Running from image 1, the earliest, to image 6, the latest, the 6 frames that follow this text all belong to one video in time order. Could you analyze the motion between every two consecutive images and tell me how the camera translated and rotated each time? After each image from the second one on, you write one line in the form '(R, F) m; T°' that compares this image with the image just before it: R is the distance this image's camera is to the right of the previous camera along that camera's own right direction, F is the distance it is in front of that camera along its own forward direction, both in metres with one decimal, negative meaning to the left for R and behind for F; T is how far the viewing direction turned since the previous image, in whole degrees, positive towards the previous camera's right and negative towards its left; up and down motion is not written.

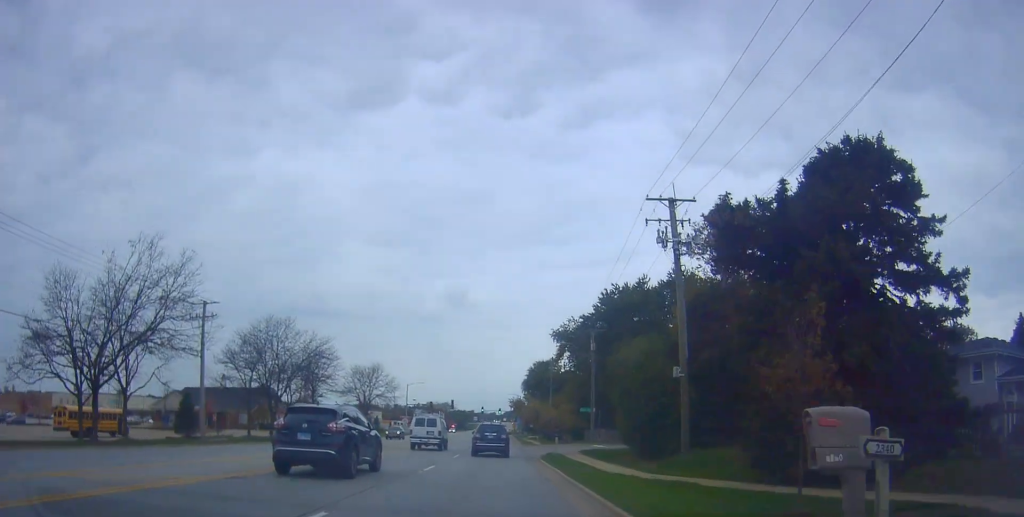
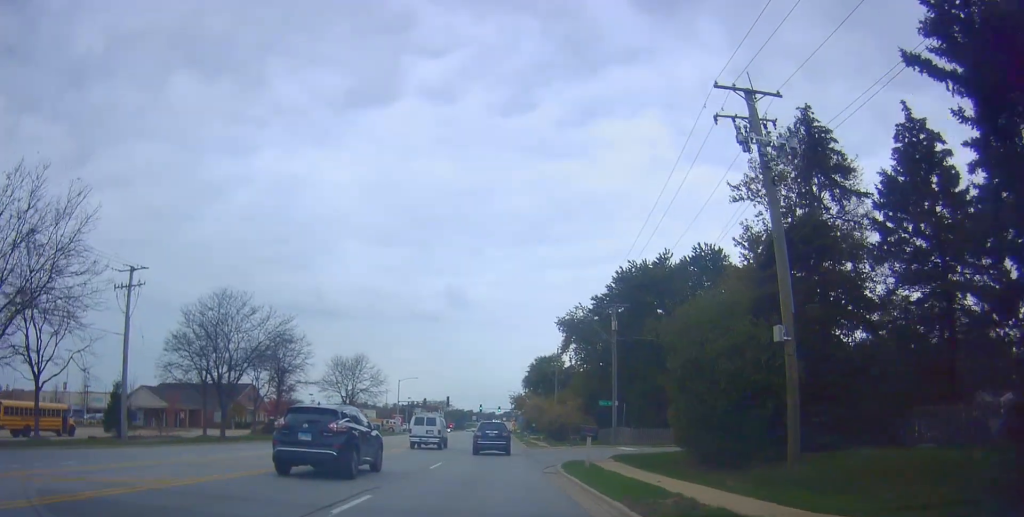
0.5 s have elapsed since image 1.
(+0.2, +10.0) m; +1°
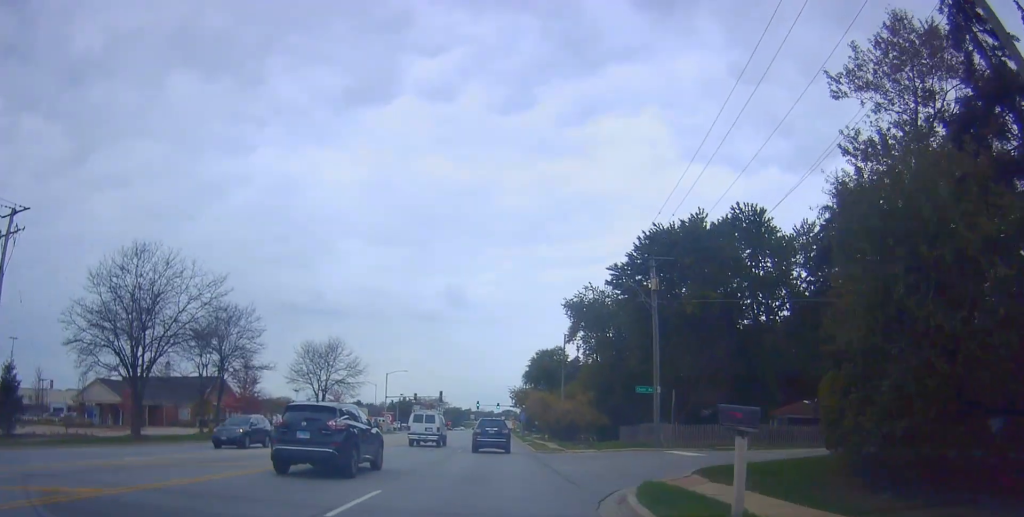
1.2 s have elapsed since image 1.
(0.0, +11.5) m; -1°
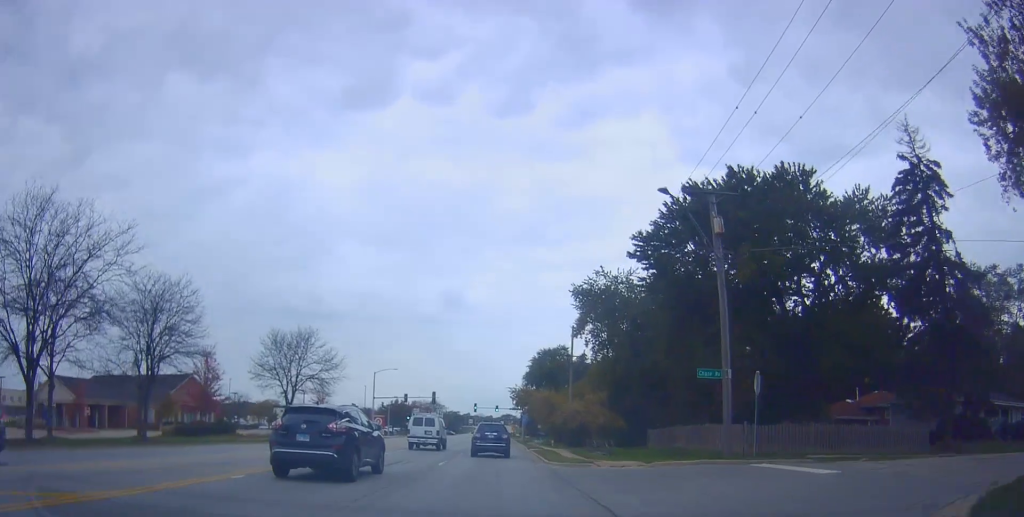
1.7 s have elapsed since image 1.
(0.0, +9.8) m; -1°
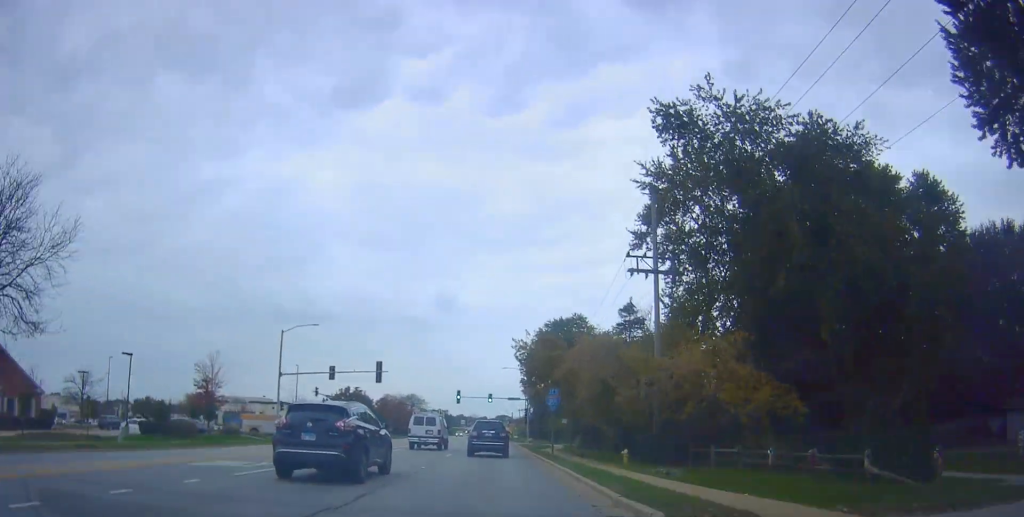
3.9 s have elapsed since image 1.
(-1.0, +40.8) m; -1°
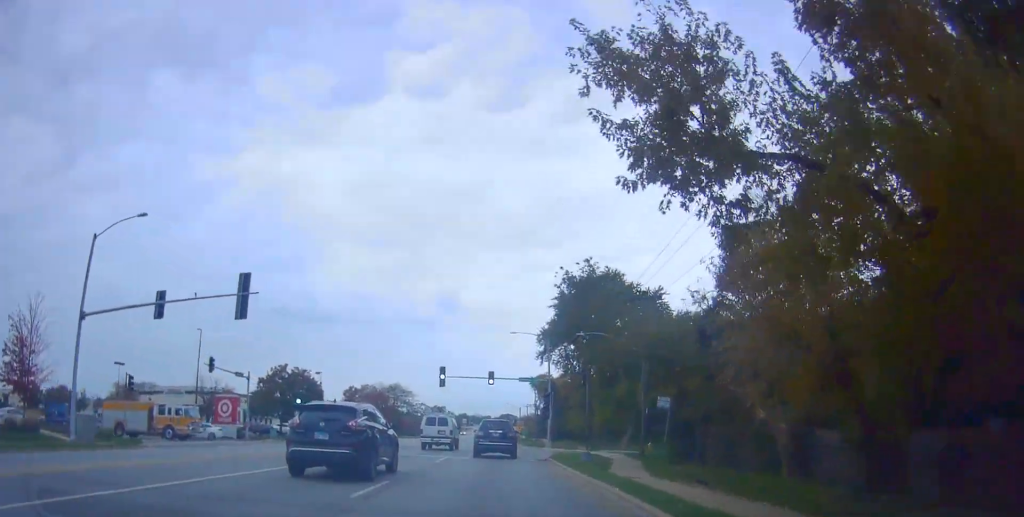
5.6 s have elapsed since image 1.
(+0.1, +31.4) m; +2°
